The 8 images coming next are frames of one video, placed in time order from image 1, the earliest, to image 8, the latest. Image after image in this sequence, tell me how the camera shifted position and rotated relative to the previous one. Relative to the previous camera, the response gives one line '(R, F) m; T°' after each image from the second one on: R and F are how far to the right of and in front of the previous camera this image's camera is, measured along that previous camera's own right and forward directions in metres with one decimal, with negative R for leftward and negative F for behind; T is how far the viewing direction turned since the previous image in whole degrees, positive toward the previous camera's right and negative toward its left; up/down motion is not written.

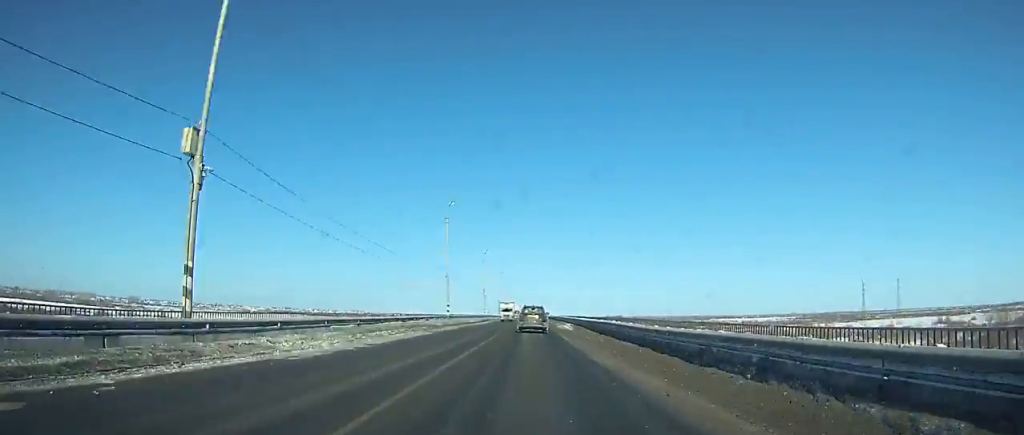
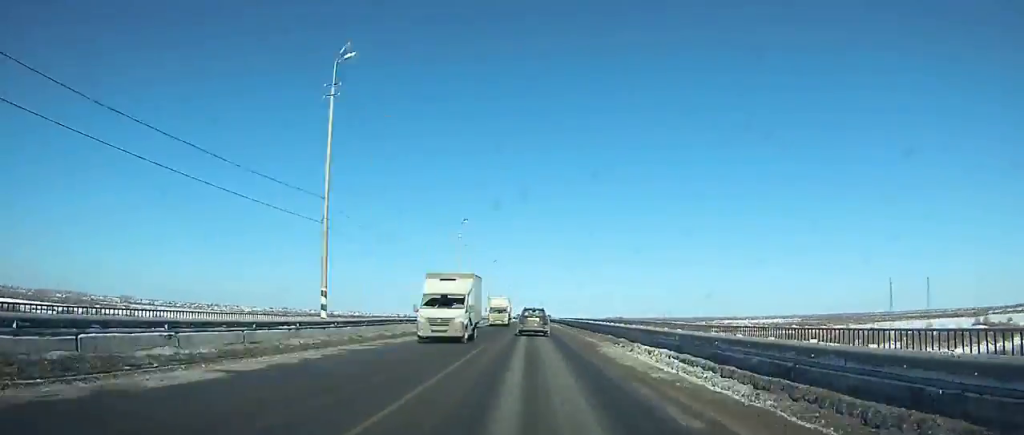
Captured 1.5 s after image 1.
(0.0, +33.6) m; 0°
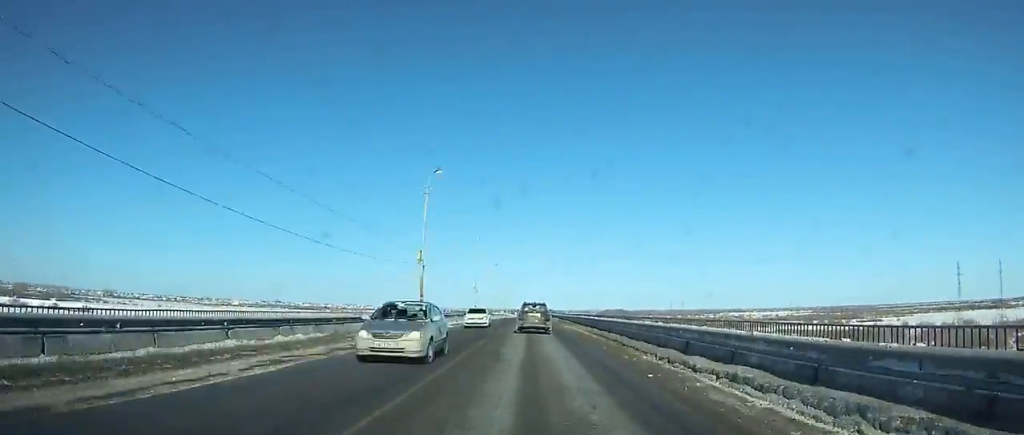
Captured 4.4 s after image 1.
(+0.1, +65.1) m; 0°
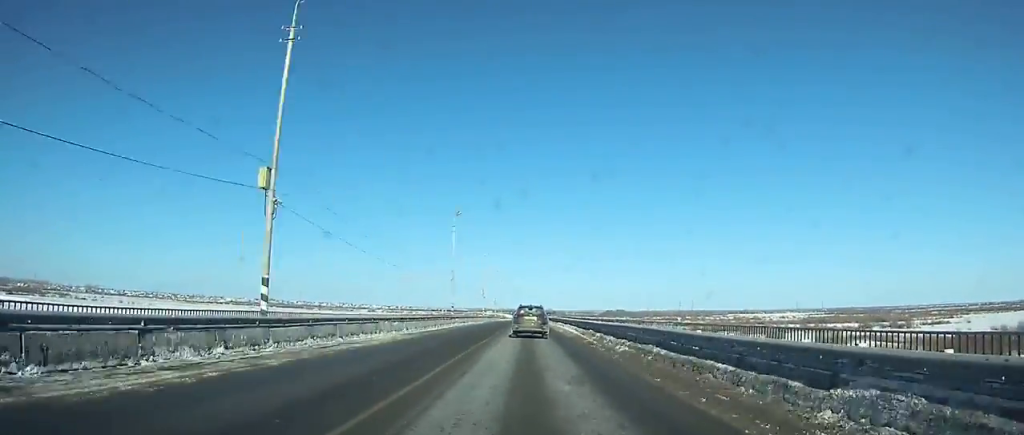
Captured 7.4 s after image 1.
(0.0, +66.9) m; 0°
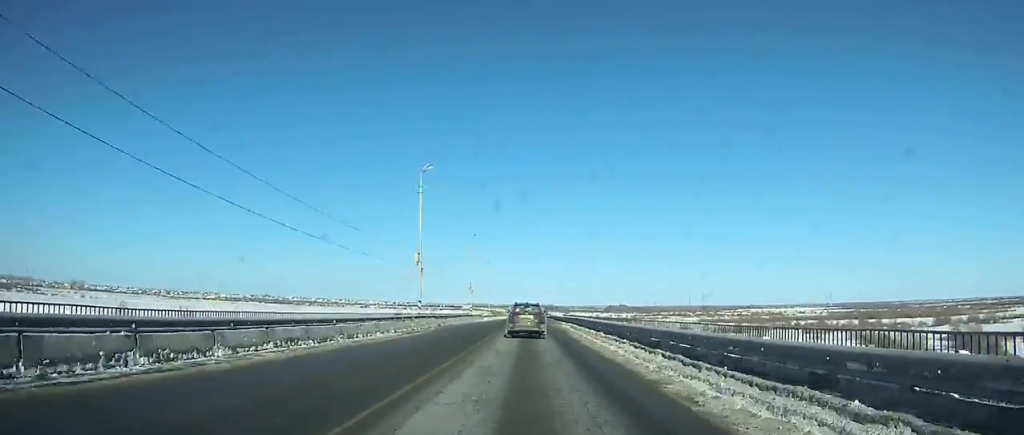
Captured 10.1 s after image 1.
(0.0, +59.8) m; 0°
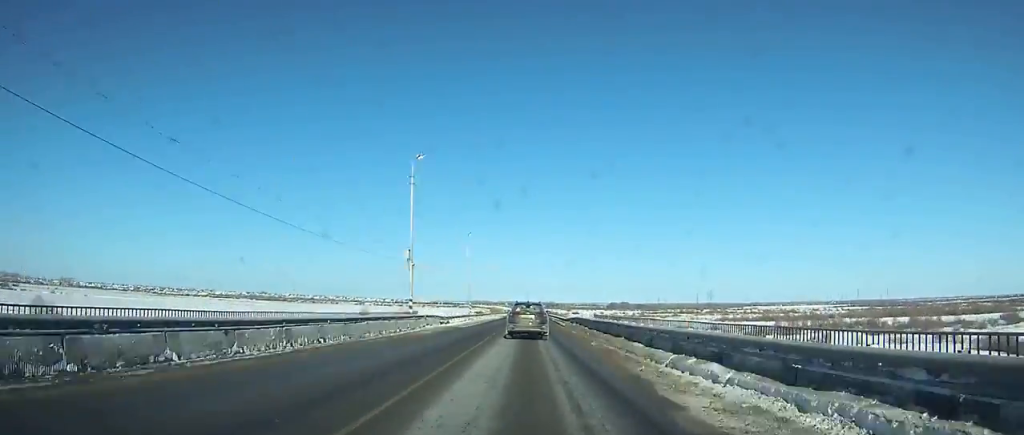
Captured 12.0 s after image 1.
(-0.1, +41.8) m; 0°
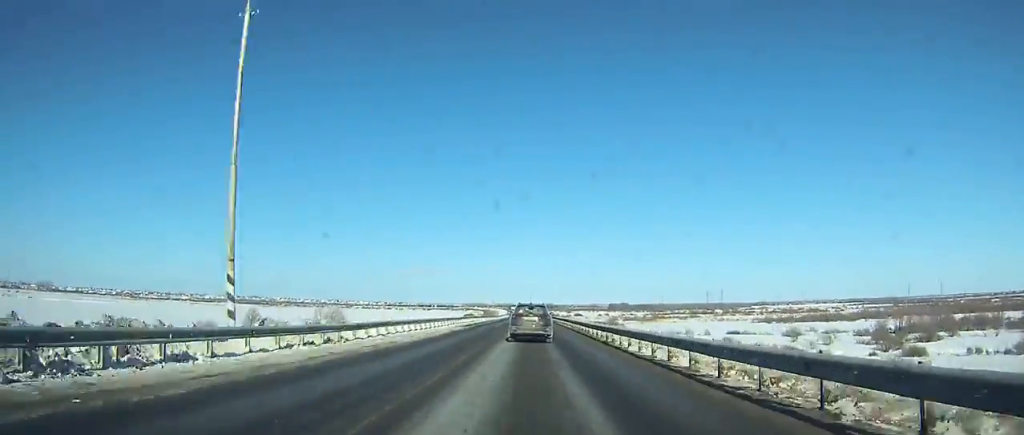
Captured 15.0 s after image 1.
(+0.1, +65.9) m; 0°
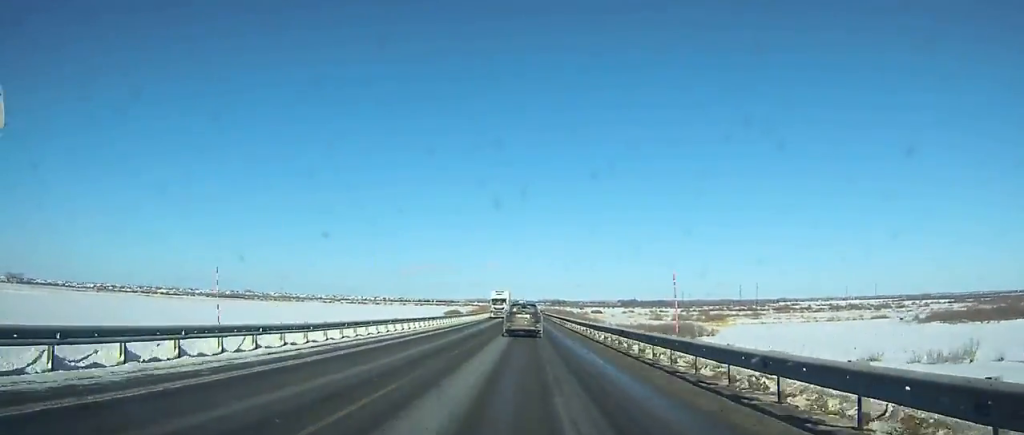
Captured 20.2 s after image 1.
(-0.2, +115.6) m; -1°
